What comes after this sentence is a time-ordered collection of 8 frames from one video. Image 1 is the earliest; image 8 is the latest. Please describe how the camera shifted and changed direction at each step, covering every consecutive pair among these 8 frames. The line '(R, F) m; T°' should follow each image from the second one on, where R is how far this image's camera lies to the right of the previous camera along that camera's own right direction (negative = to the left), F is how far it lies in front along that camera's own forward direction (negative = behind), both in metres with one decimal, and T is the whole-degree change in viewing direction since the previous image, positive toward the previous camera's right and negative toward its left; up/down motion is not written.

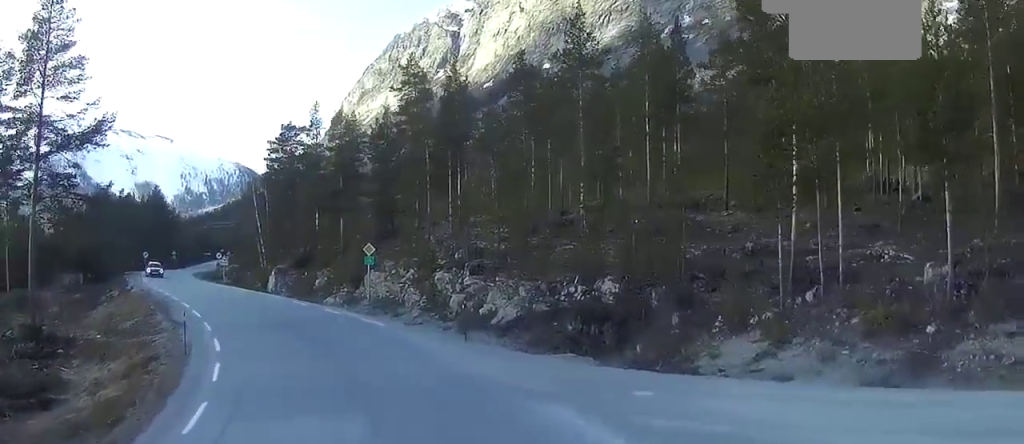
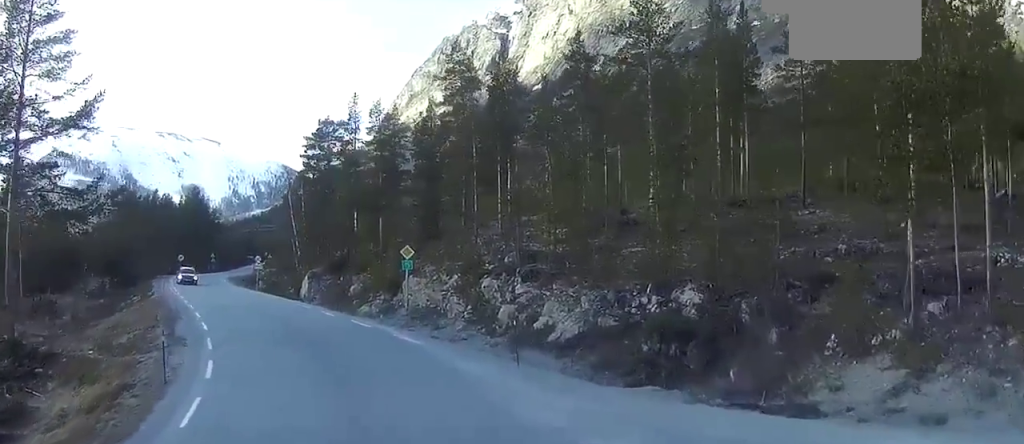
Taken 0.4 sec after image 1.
(+0.2, +6.1) m; -2°
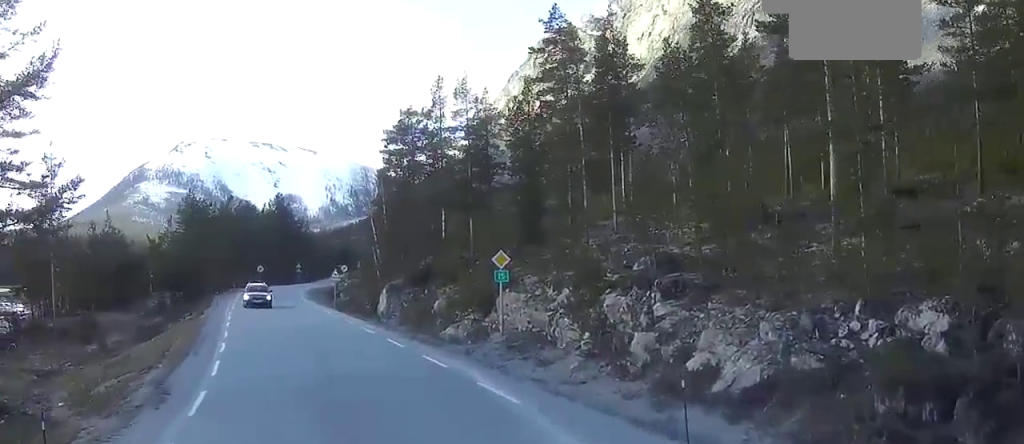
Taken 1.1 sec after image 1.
(-0.6, +10.7) m; -6°
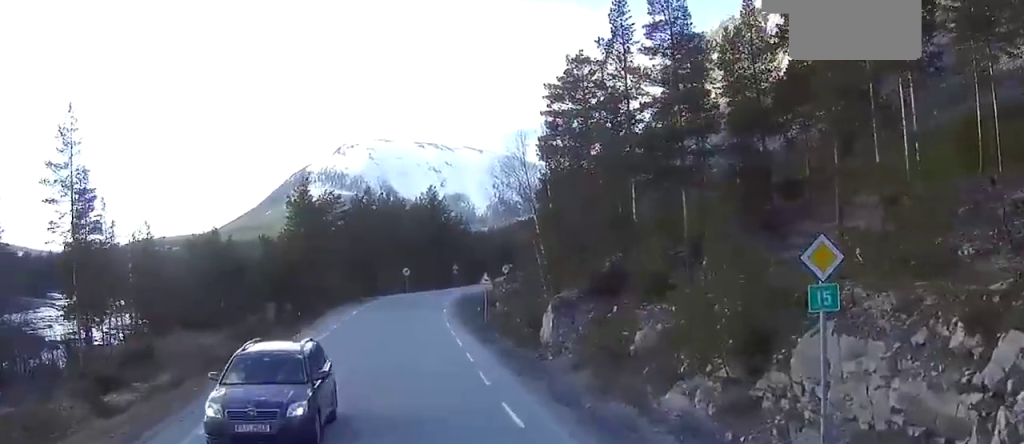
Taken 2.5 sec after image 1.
(-2.0, +19.8) m; -8°
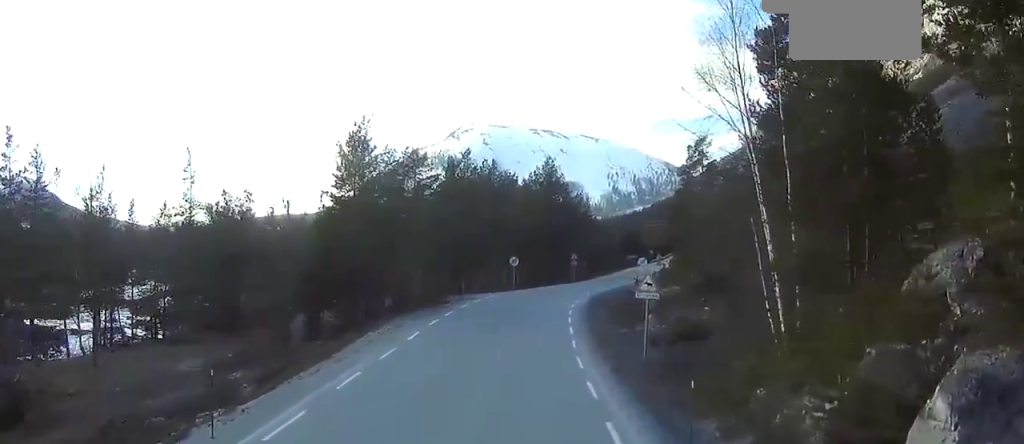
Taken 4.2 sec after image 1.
(-1.2, +25.5) m; -6°
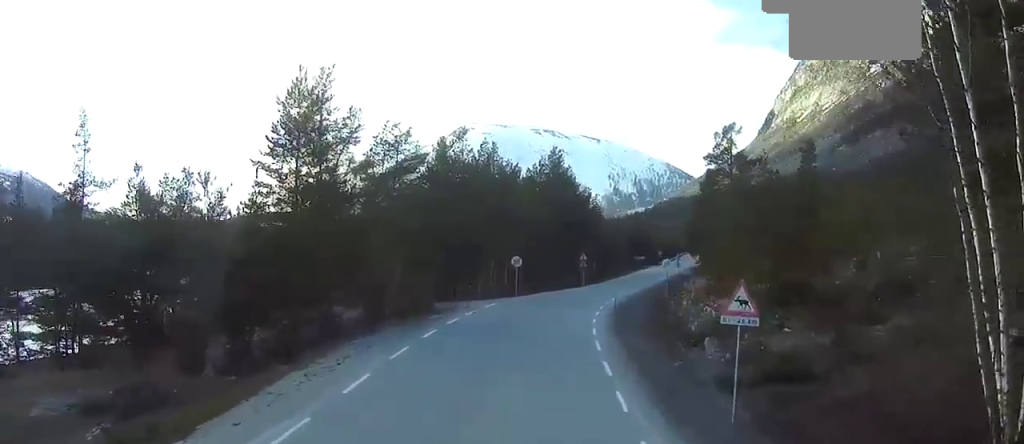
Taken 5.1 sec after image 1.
(-0.3, +13.3) m; -2°
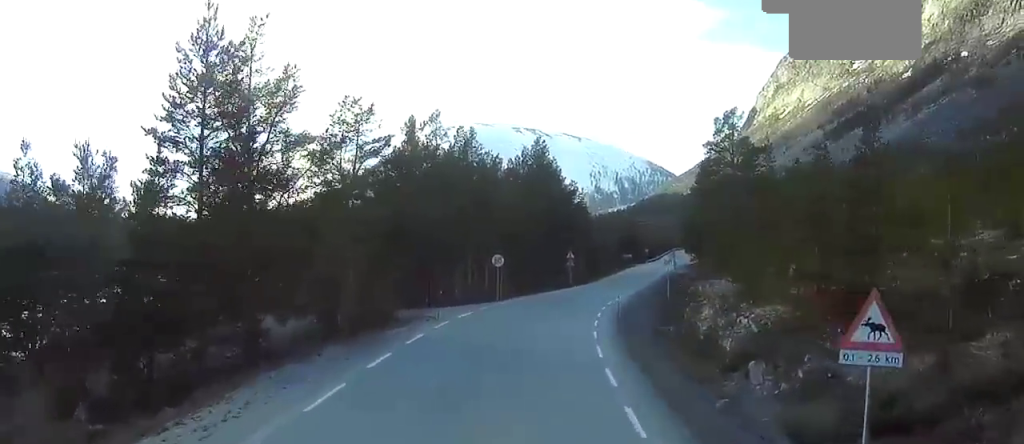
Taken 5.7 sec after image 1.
(0.0, +8.6) m; -1°
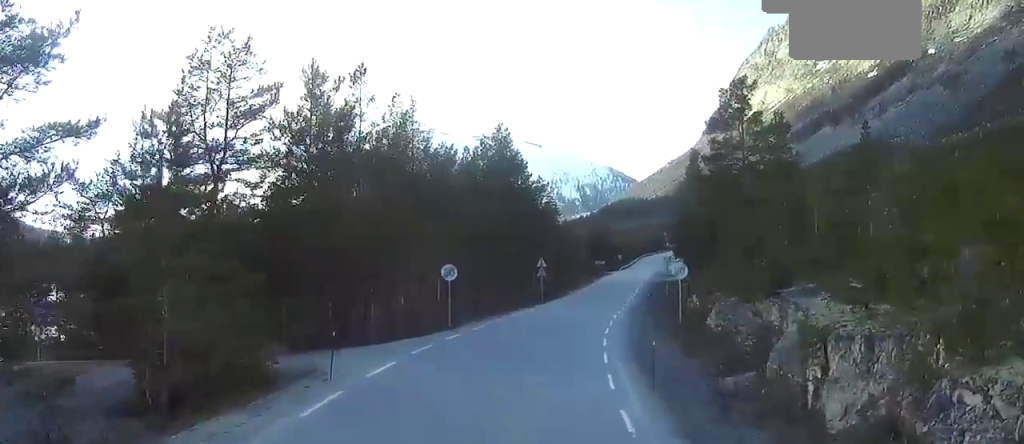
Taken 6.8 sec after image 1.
(-0.2, +17.5) m; -2°
